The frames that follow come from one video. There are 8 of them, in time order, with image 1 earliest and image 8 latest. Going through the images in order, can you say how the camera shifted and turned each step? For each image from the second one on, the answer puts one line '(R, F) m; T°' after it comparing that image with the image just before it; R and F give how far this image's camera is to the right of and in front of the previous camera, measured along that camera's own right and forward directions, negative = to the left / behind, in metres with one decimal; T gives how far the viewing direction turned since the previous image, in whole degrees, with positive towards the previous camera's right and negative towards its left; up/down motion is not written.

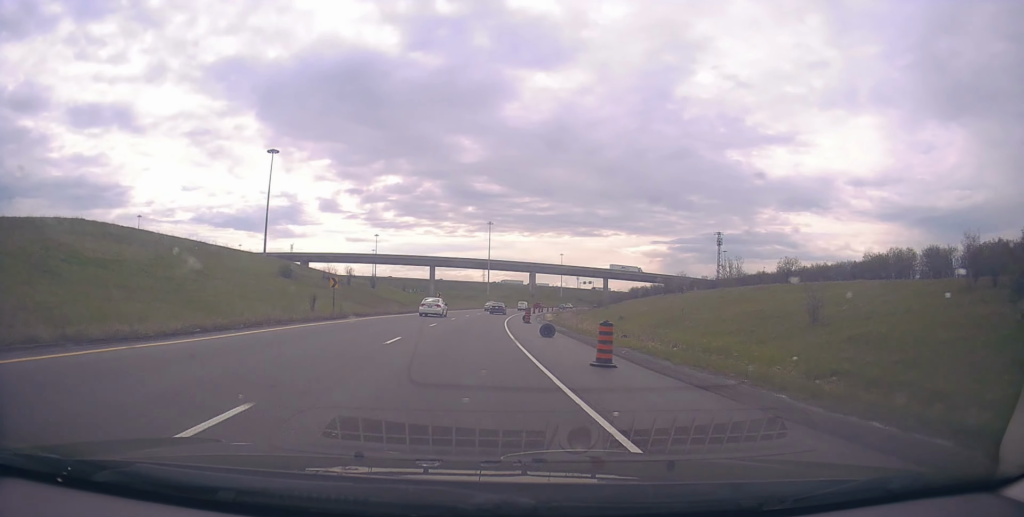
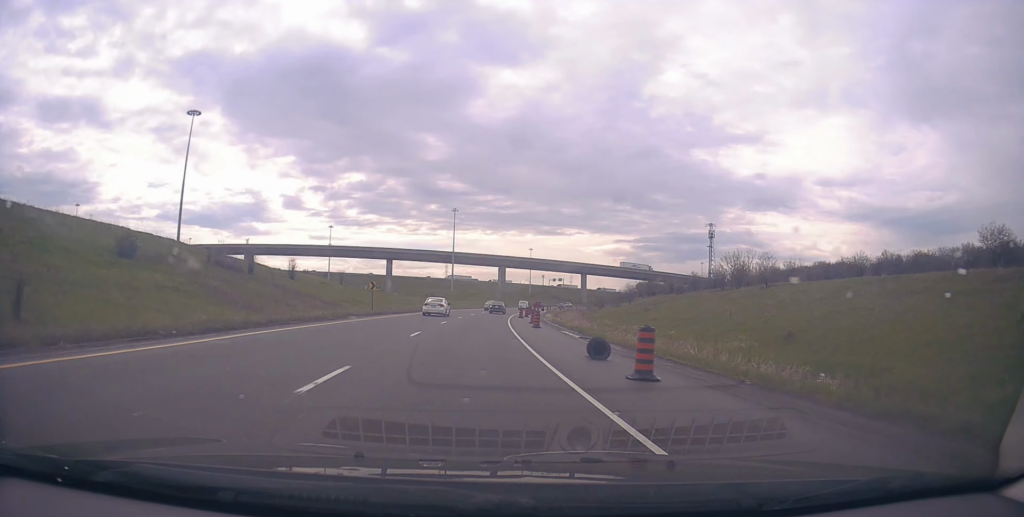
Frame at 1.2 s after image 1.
(+1.0, +32.8) m; +4°
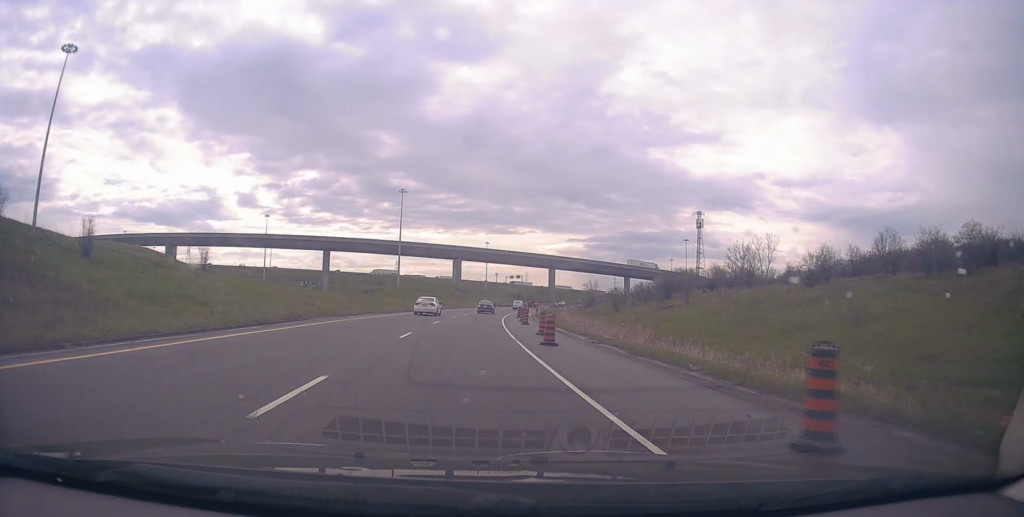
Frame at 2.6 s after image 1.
(+1.5, +37.2) m; +4°
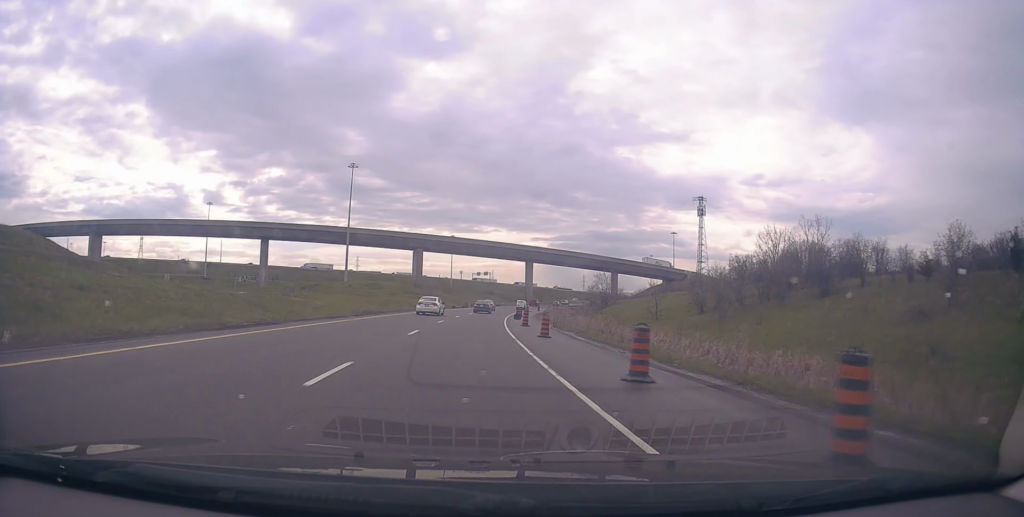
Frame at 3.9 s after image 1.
(+1.4, +34.8) m; +5°
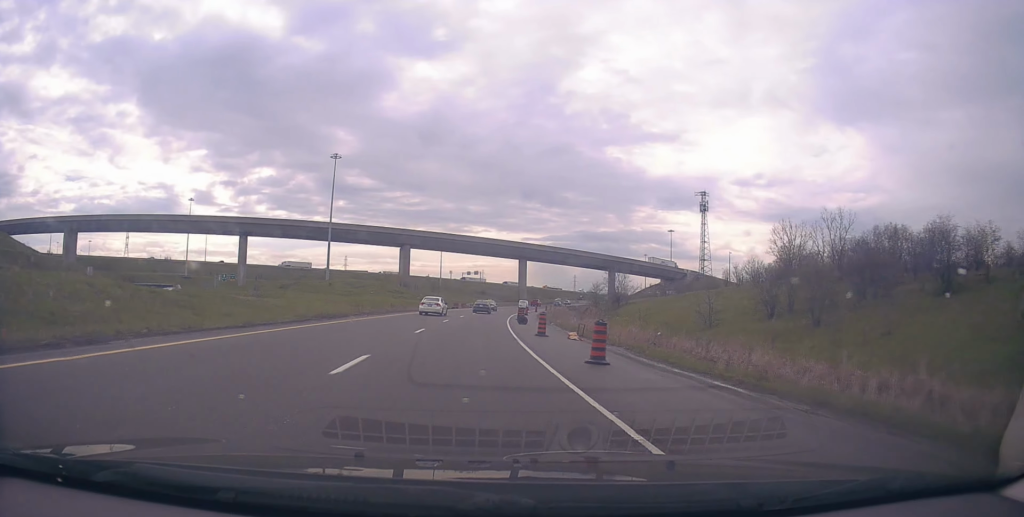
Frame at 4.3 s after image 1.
(+0.3, +10.7) m; +1°
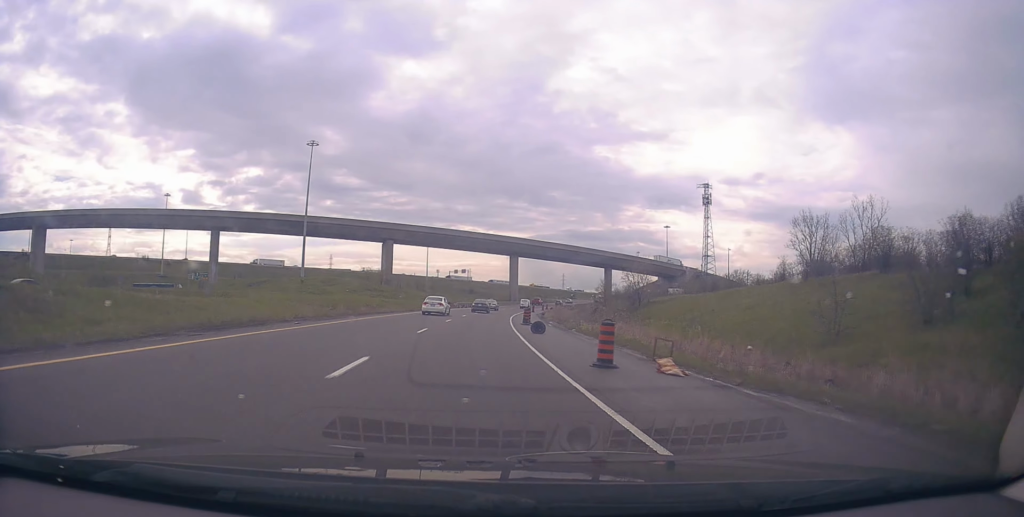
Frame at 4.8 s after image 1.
(0.0, +12.0) m; +1°
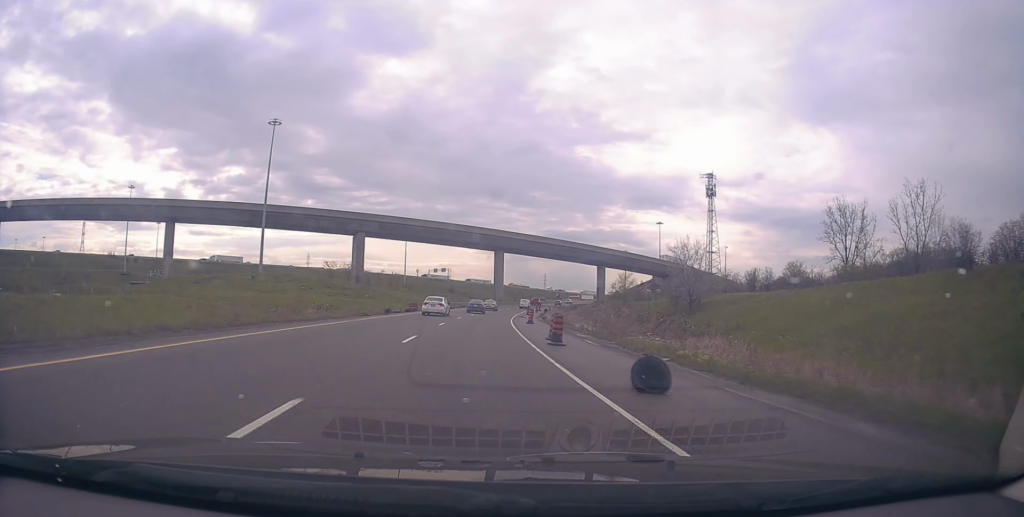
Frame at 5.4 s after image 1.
(-0.2, +17.3) m; +2°
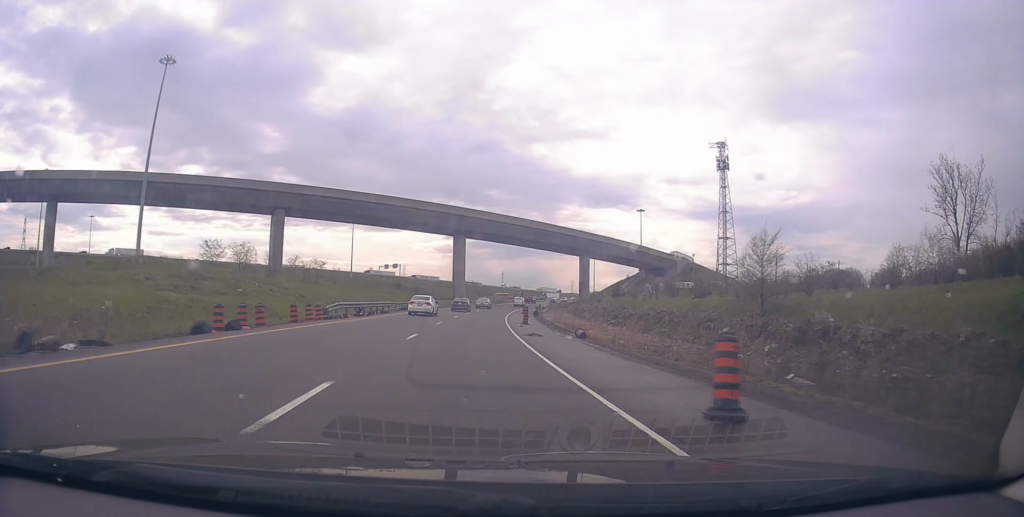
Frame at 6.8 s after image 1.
(+1.7, +34.8) m; +5°
